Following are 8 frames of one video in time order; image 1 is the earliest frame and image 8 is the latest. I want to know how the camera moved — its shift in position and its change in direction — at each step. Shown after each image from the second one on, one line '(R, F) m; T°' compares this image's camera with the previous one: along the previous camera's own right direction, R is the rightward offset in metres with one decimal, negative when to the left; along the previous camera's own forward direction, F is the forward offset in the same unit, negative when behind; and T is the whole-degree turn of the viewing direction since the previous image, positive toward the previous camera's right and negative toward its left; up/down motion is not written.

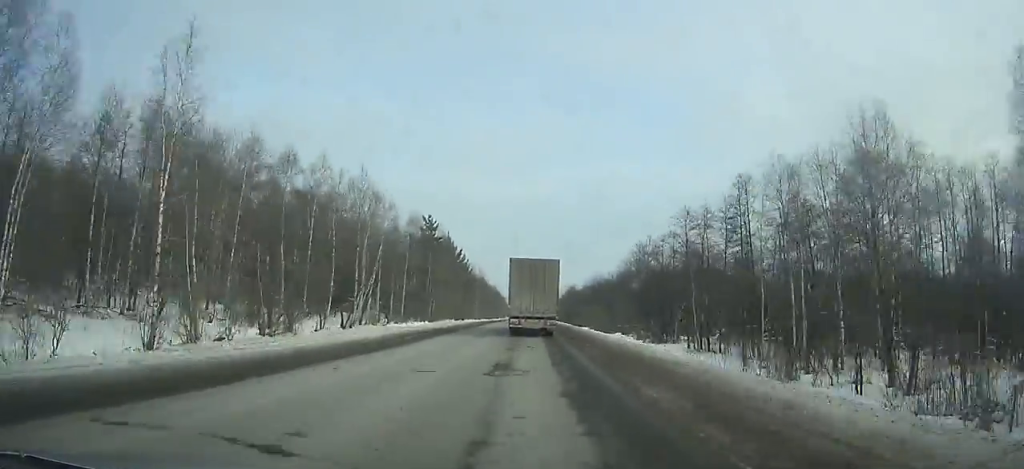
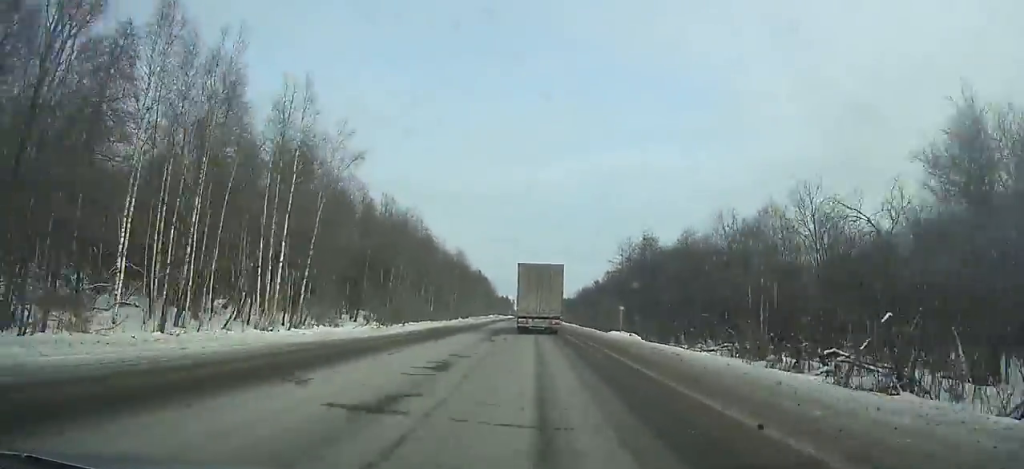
(-0.4, +134.9) m; 0°
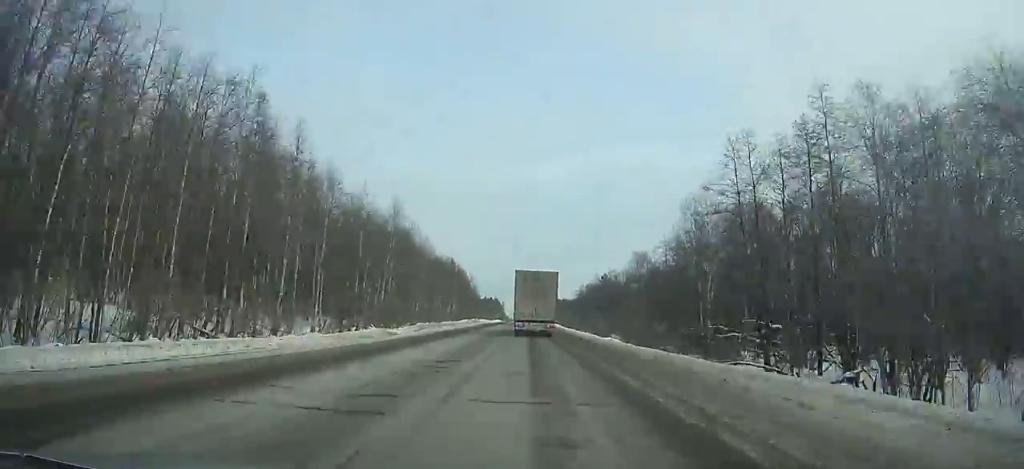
(0.0, +48.5) m; 0°
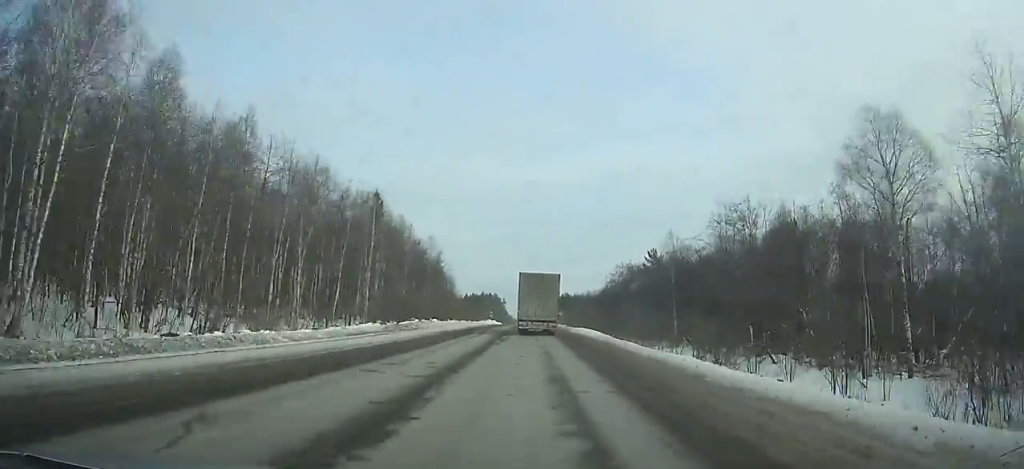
(+0.1, +68.7) m; 0°
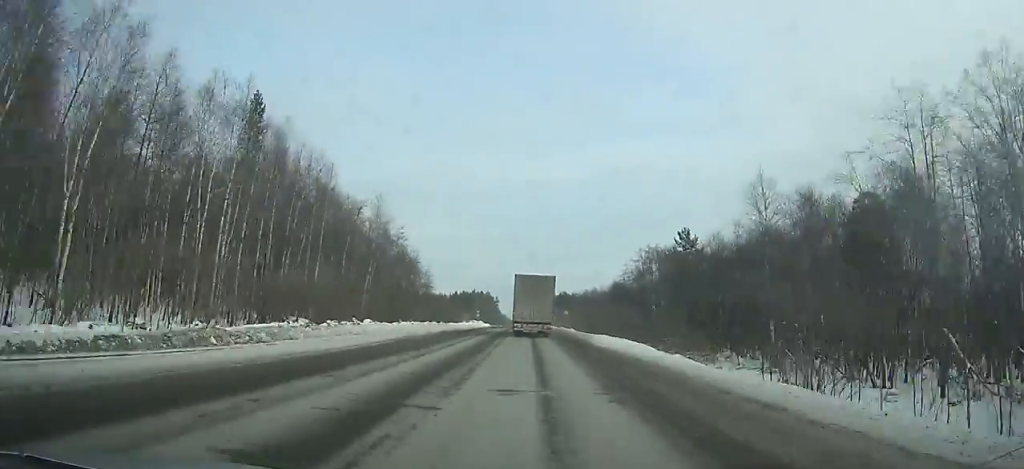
(0.0, +28.1) m; 0°
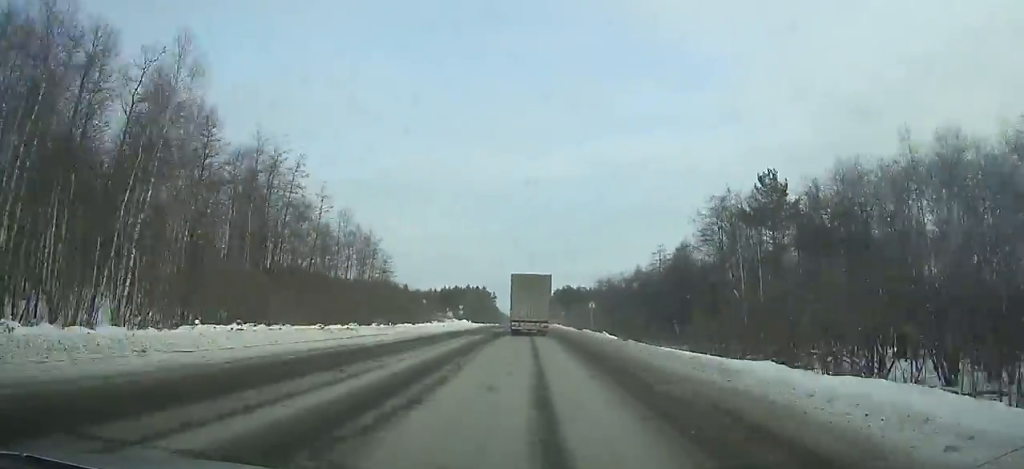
(+0.1, +34.0) m; 0°
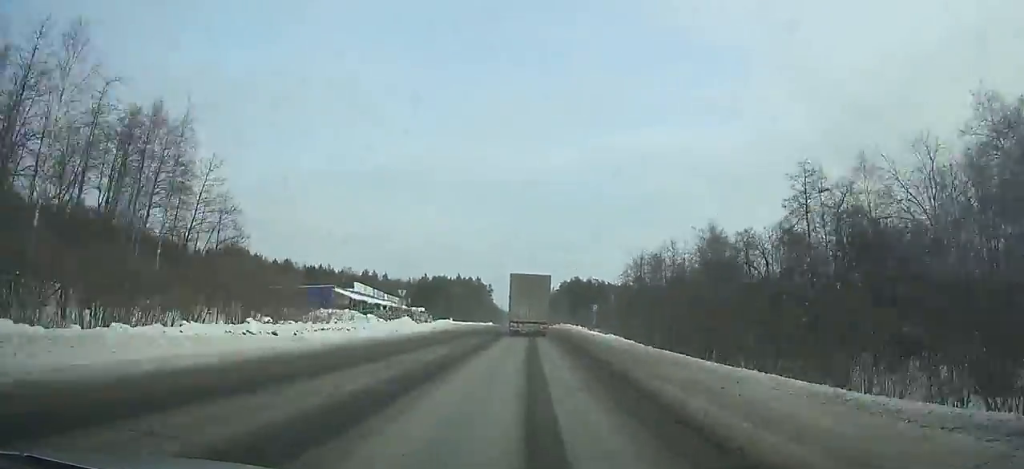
(-0.2, +49.5) m; 0°
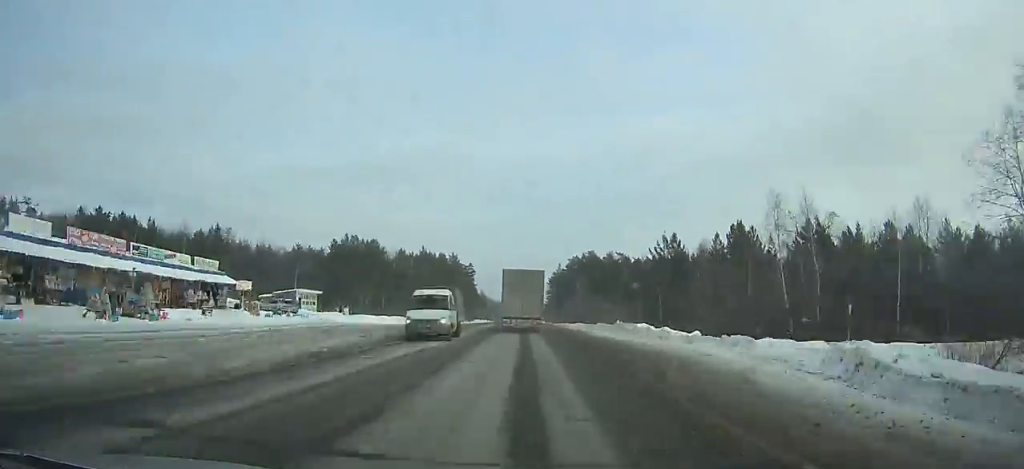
(-0.2, +81.8) m; 0°
